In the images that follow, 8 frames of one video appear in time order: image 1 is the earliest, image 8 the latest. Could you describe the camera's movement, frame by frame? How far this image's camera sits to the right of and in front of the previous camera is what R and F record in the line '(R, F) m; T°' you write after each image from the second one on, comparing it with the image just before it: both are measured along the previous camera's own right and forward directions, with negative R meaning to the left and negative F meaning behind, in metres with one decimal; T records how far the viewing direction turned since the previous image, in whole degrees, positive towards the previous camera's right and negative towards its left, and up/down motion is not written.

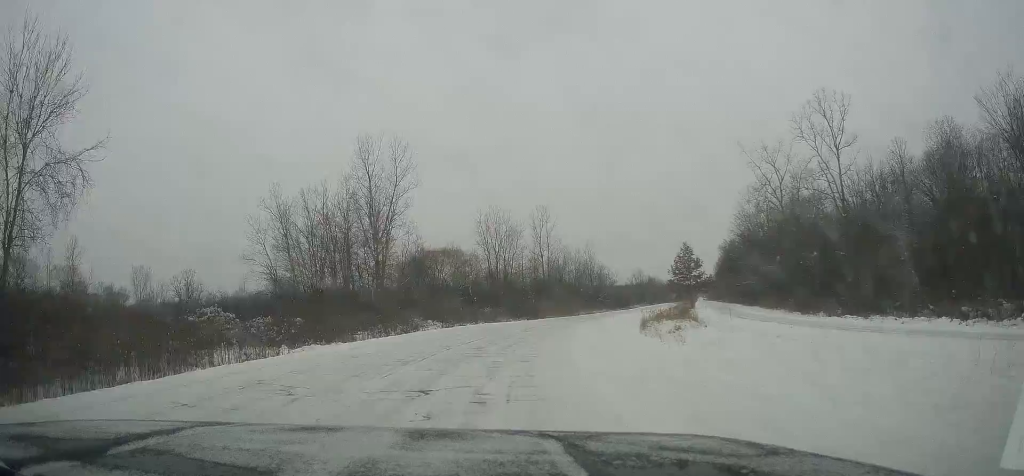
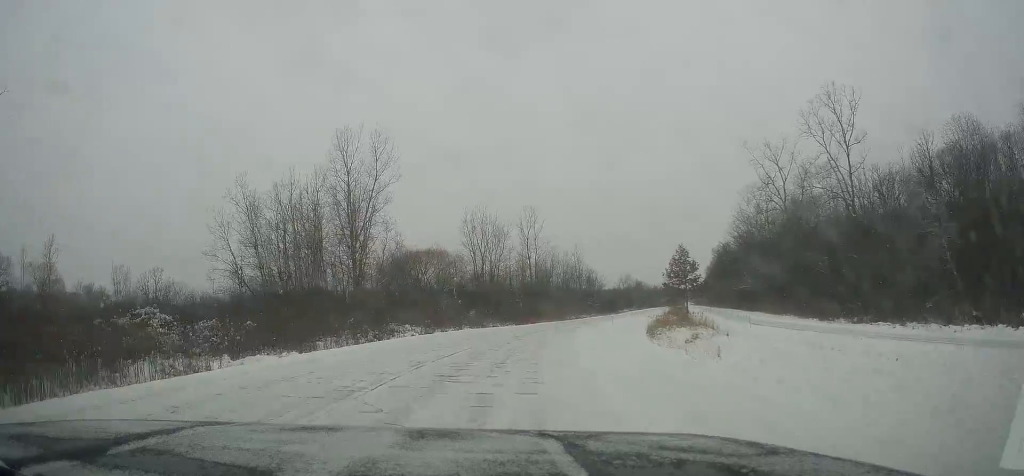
(-0.7, +5.6) m; +2°
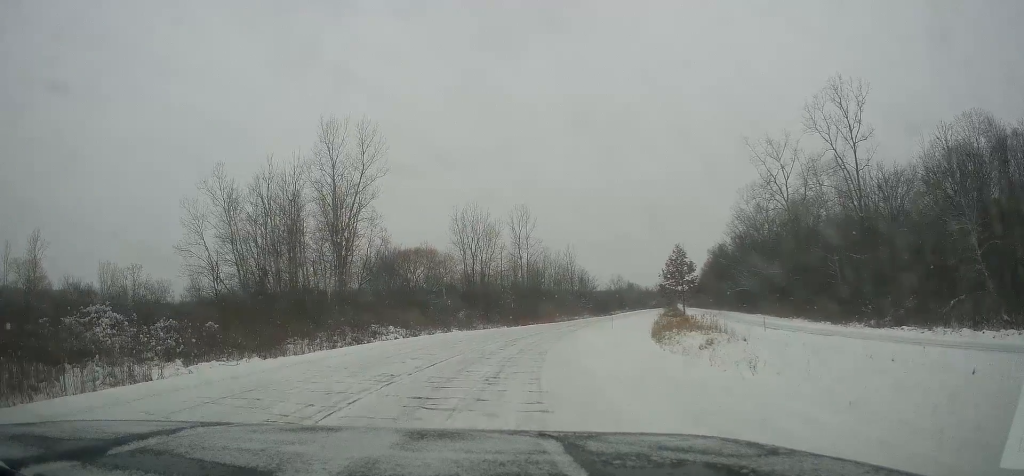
(+0.6, +3.3) m; +2°
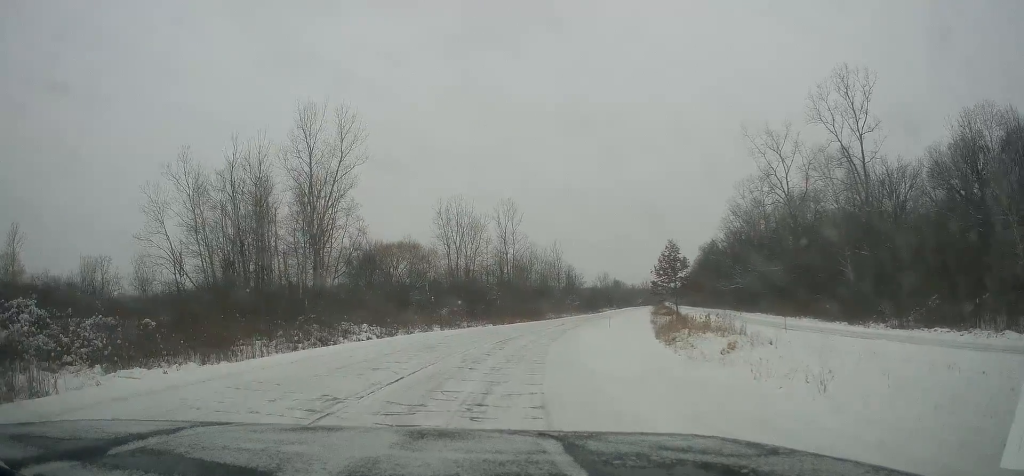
(+0.3, +4.3) m; +2°
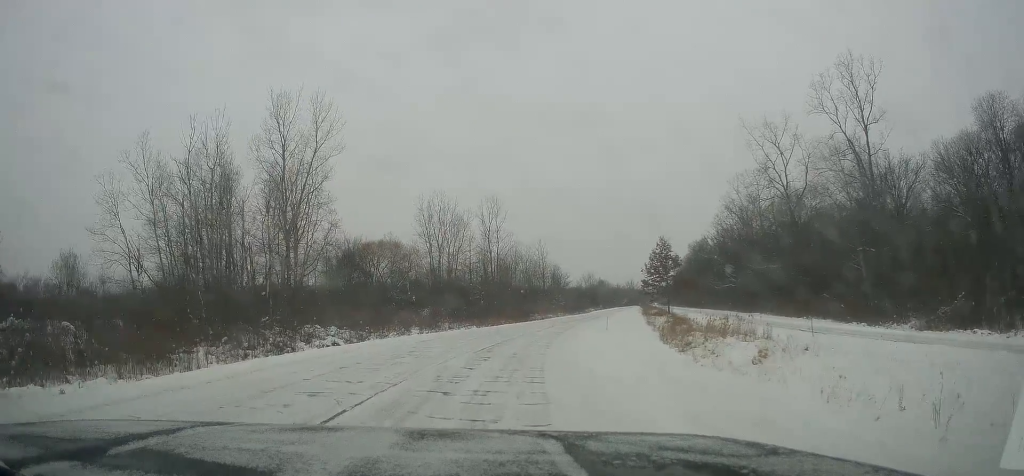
(-0.5, +4.4) m; +1°
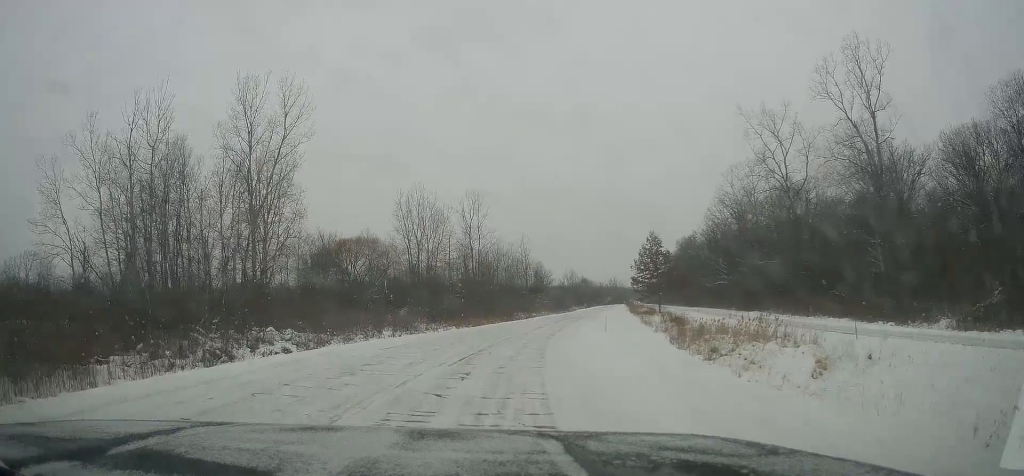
(+0.4, +5.1) m; +3°
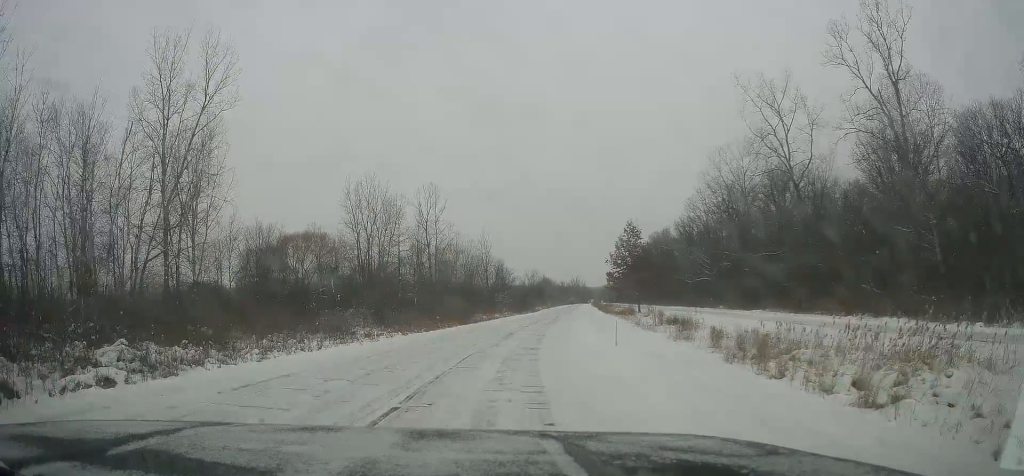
(+0.2, +11.3) m; -1°
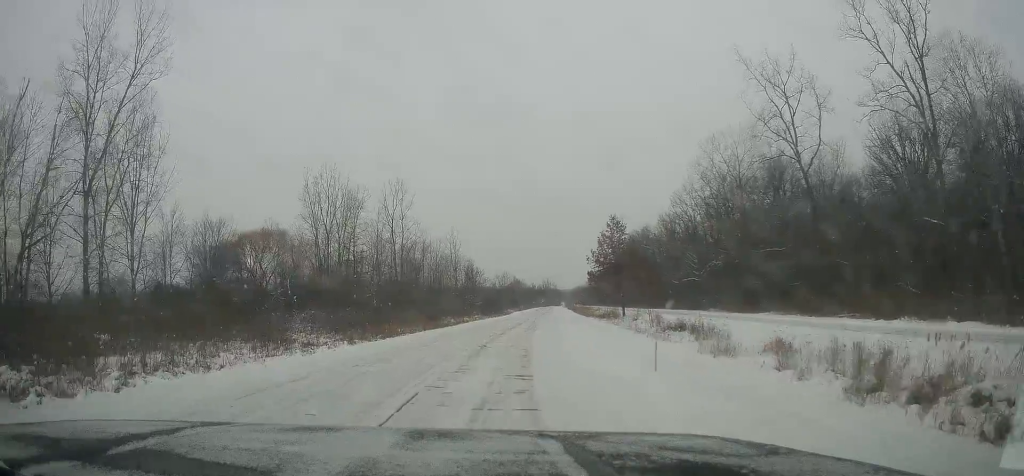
(+0.3, +8.2) m; +7°
